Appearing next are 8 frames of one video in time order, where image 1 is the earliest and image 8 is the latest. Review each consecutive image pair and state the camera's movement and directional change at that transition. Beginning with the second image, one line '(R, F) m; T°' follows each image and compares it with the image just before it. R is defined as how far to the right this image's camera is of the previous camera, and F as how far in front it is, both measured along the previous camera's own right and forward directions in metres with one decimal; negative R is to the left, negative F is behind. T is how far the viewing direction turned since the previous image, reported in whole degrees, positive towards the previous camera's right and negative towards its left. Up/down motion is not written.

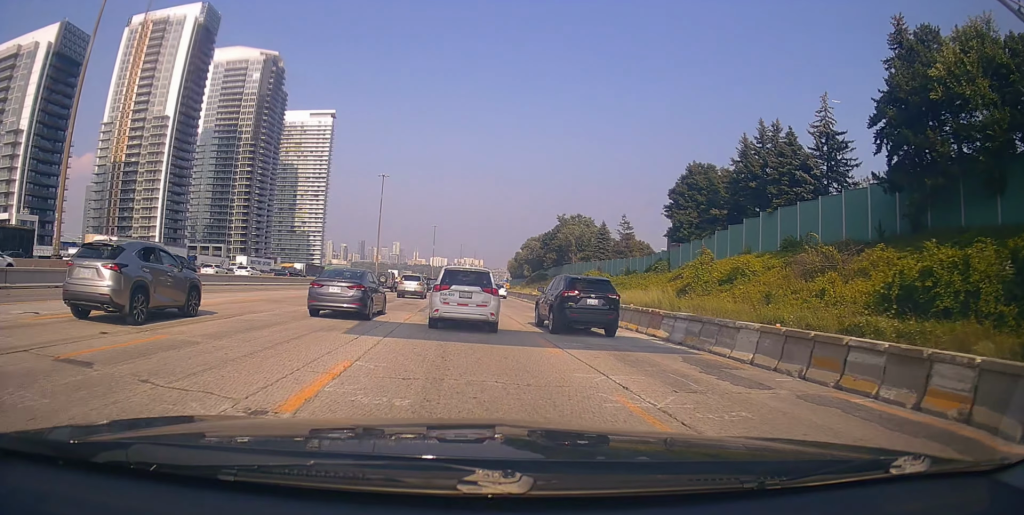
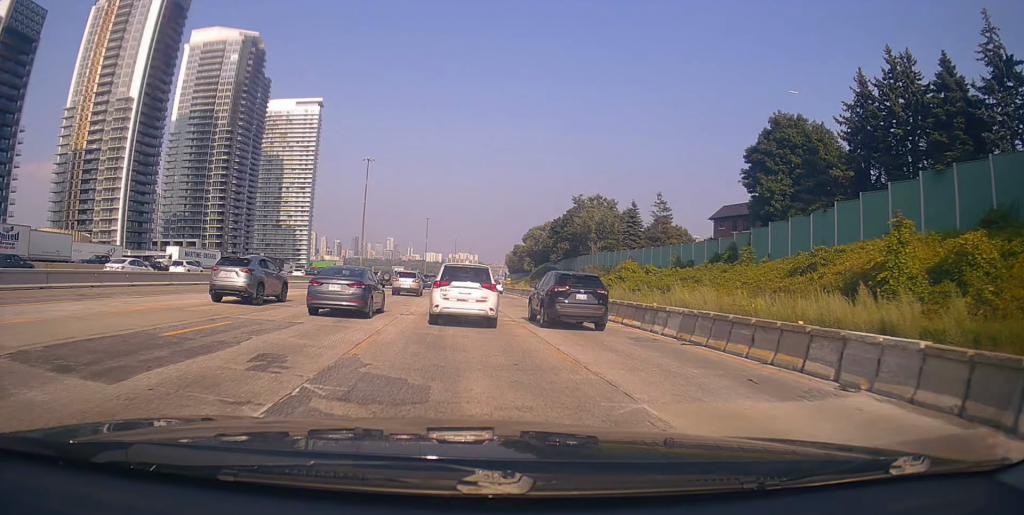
(+0.4, +20.0) m; +2°
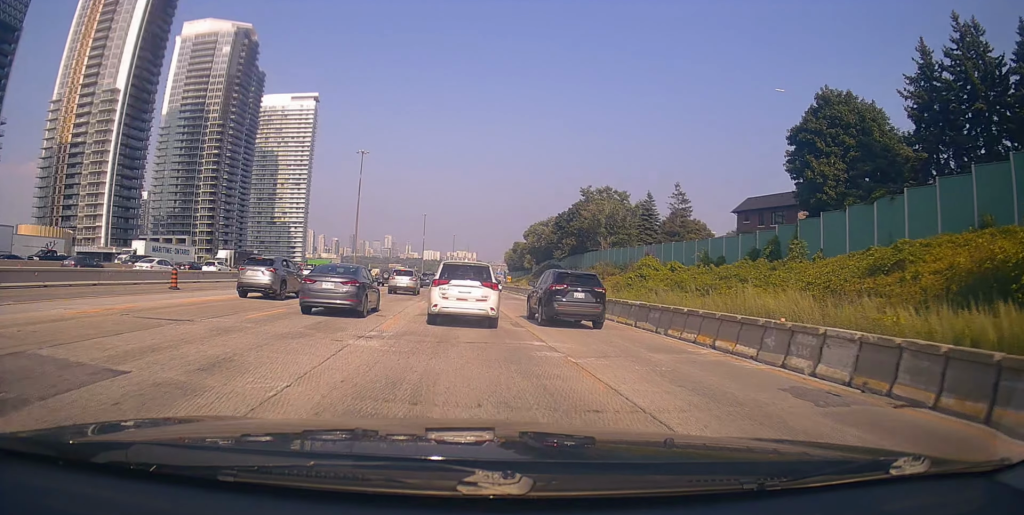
(0.0, +7.7) m; 0°
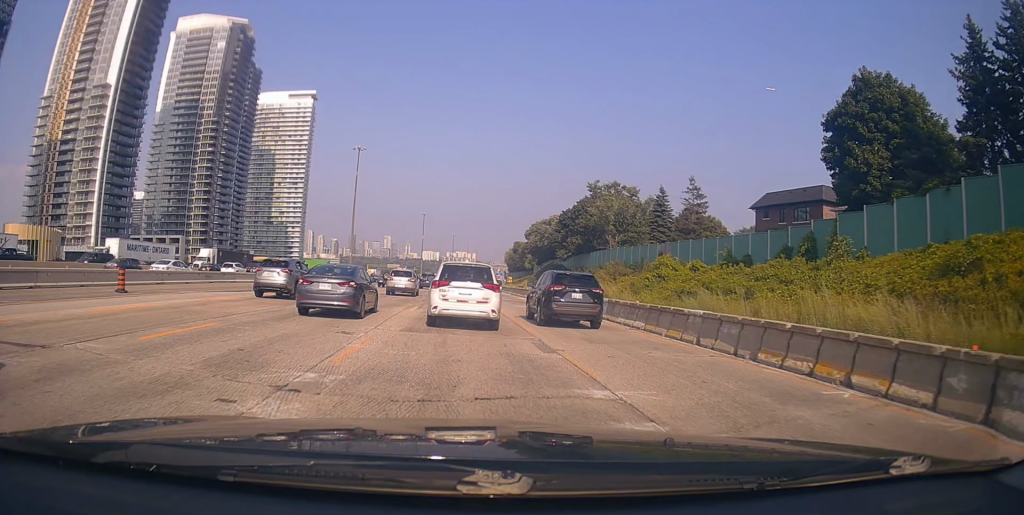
(-0.3, +5.3) m; 0°
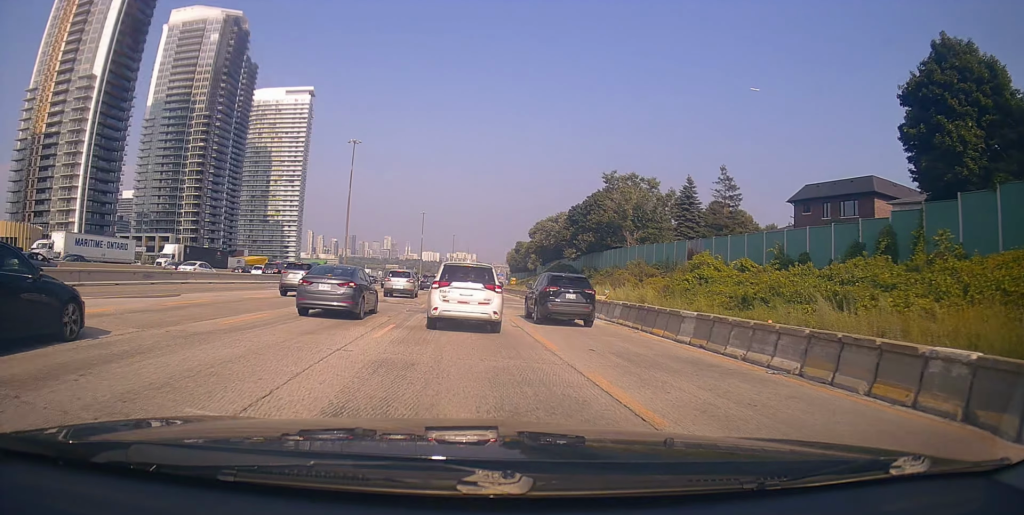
(+0.3, +9.2) m; 0°
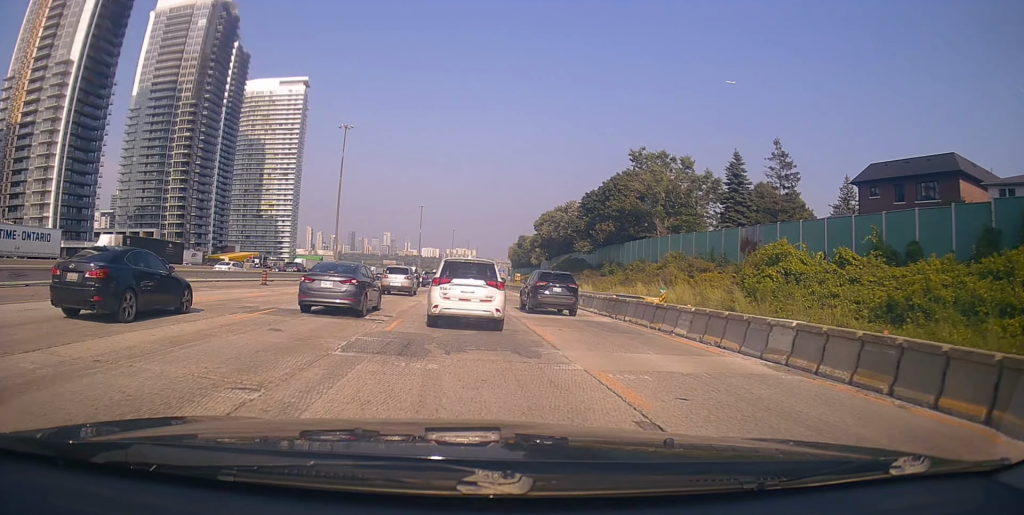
(-0.5, +12.4) m; -3°
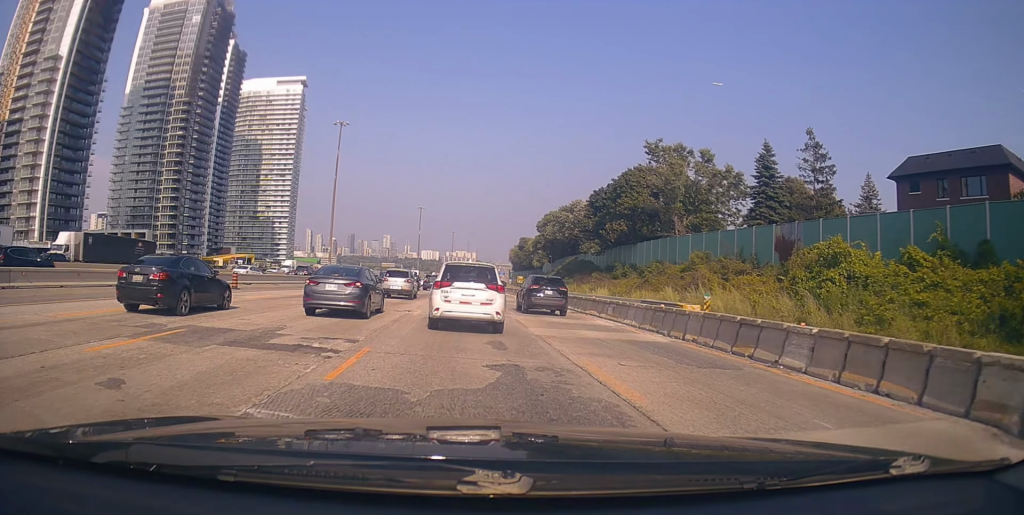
(-0.1, +6.2) m; +4°
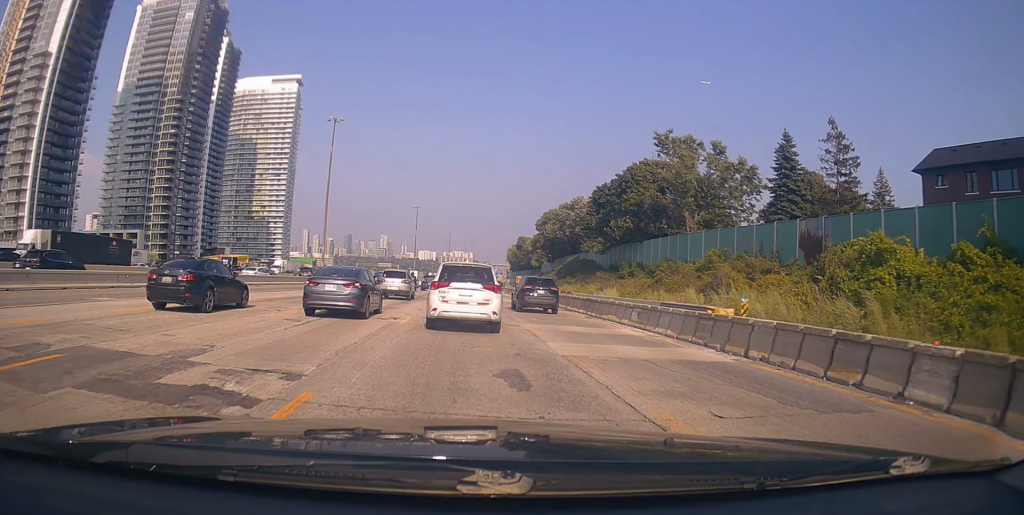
(+0.1, +3.9) m; +1°
